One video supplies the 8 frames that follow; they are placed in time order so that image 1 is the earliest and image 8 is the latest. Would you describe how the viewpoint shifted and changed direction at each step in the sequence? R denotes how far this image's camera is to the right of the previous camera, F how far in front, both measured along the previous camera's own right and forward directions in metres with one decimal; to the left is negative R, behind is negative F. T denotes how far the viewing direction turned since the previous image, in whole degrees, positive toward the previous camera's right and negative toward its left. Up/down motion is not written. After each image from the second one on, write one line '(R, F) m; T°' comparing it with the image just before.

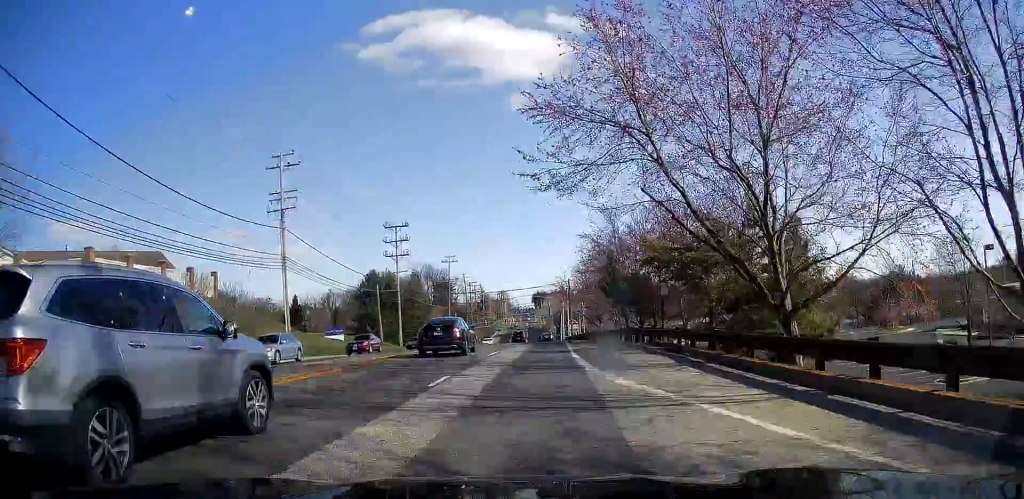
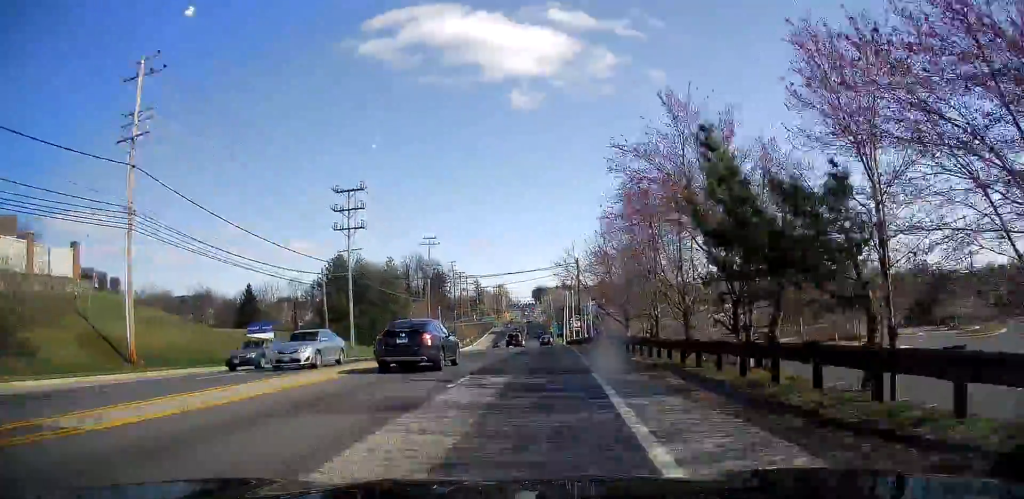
(0.0, +23.4) m; 0°
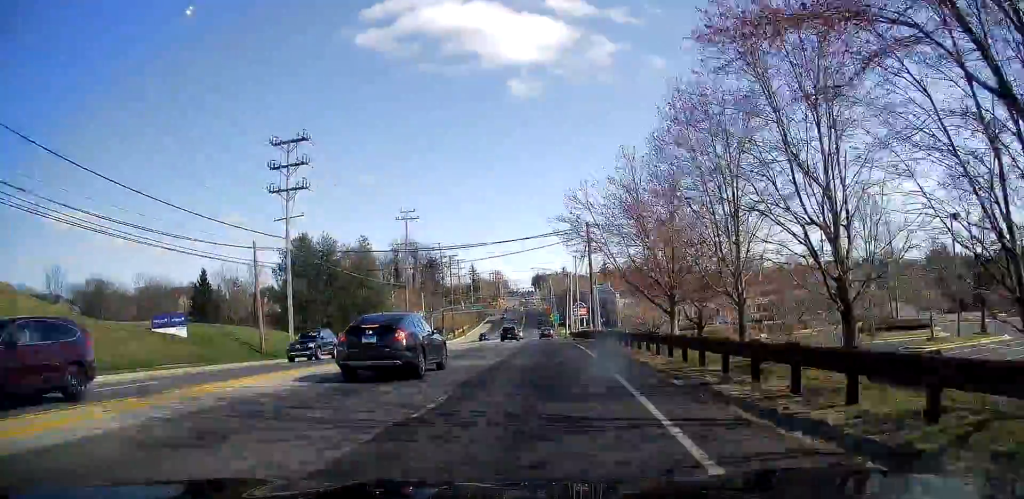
(-0.2, +17.6) m; 0°
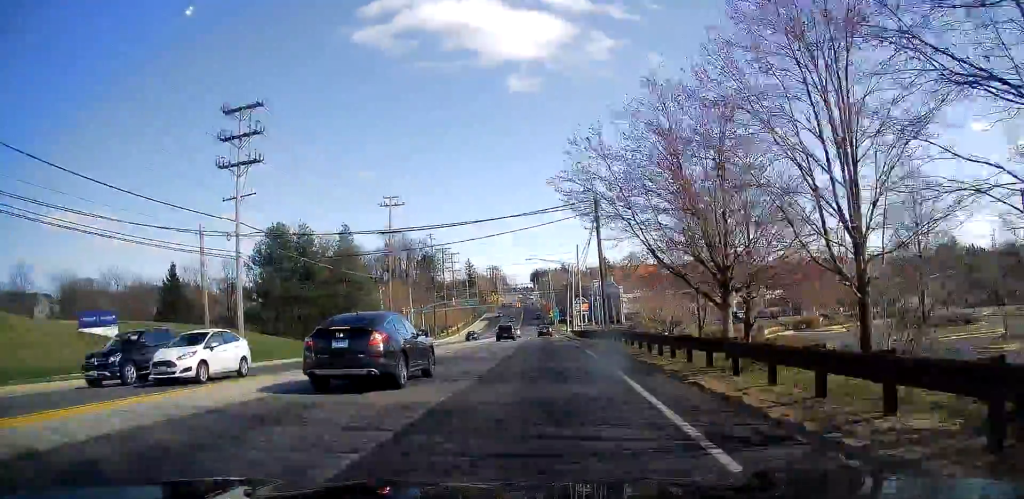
(0.0, +9.5) m; +1°
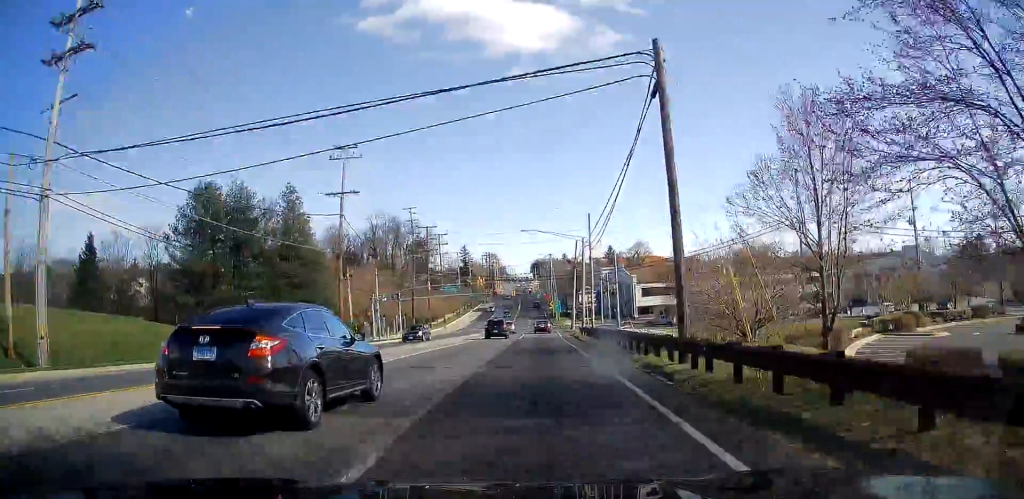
(+0.3, +21.6) m; +1°
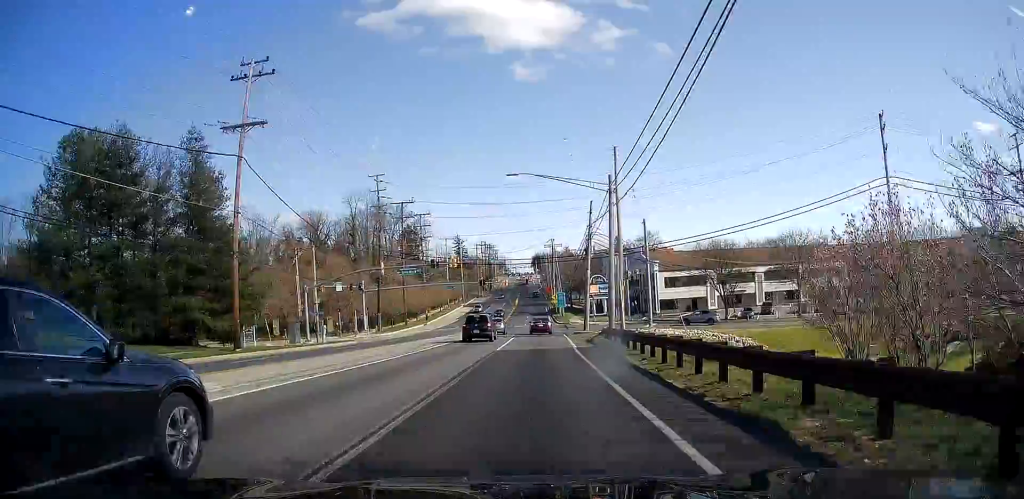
(-0.4, +23.7) m; -1°
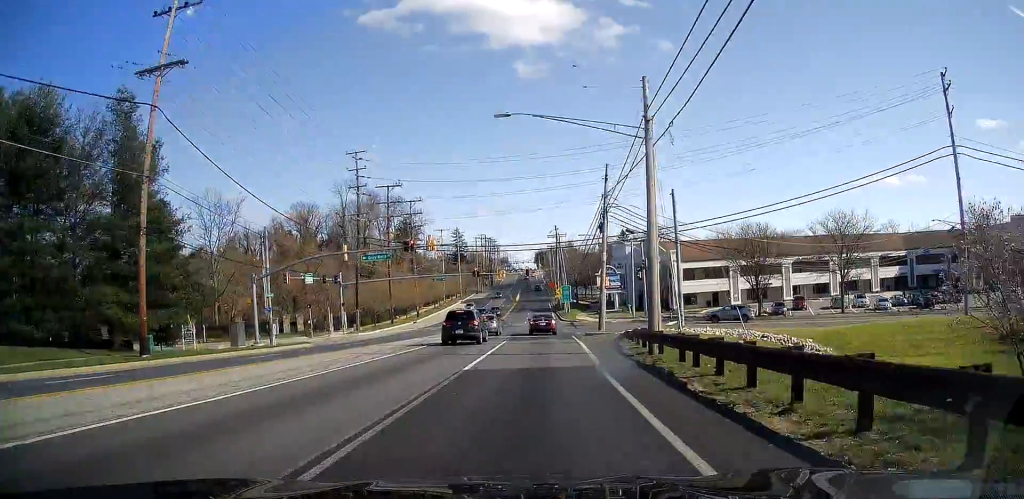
(-0.1, +11.8) m; 0°
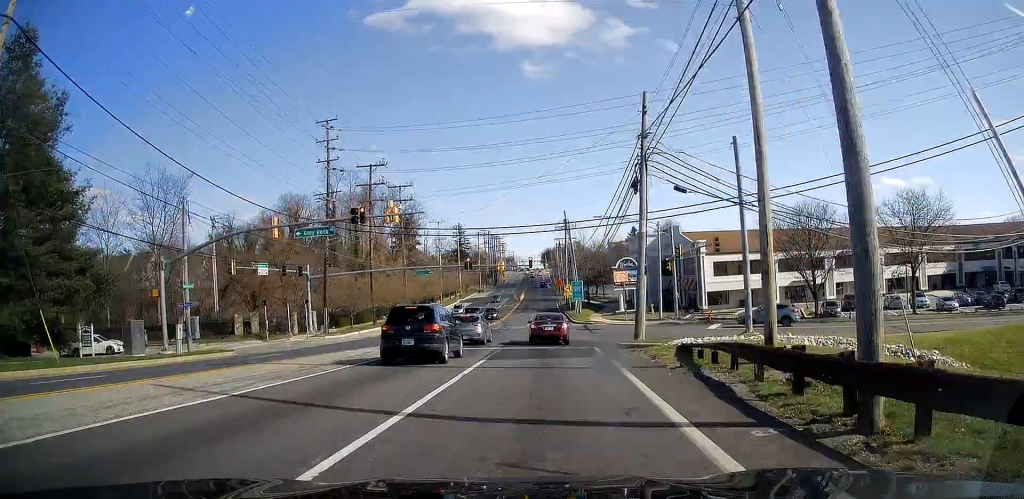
(+0.1, +13.8) m; 0°
